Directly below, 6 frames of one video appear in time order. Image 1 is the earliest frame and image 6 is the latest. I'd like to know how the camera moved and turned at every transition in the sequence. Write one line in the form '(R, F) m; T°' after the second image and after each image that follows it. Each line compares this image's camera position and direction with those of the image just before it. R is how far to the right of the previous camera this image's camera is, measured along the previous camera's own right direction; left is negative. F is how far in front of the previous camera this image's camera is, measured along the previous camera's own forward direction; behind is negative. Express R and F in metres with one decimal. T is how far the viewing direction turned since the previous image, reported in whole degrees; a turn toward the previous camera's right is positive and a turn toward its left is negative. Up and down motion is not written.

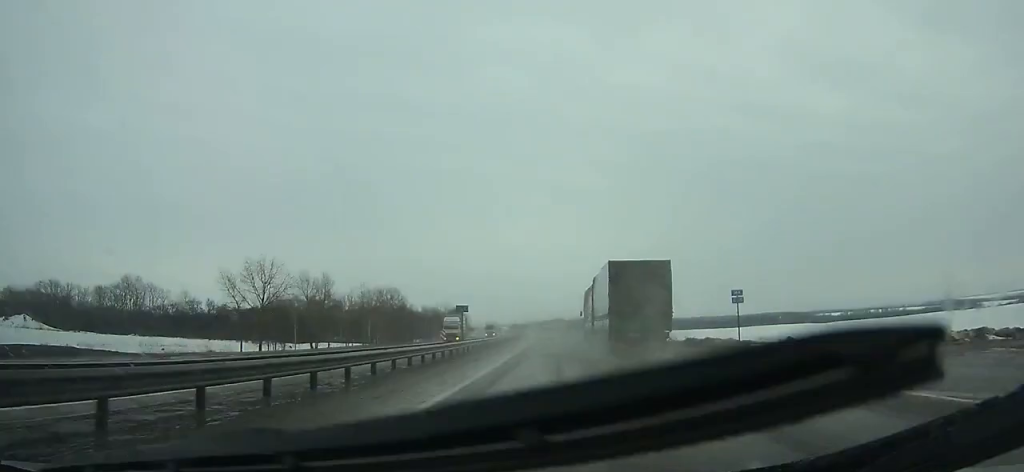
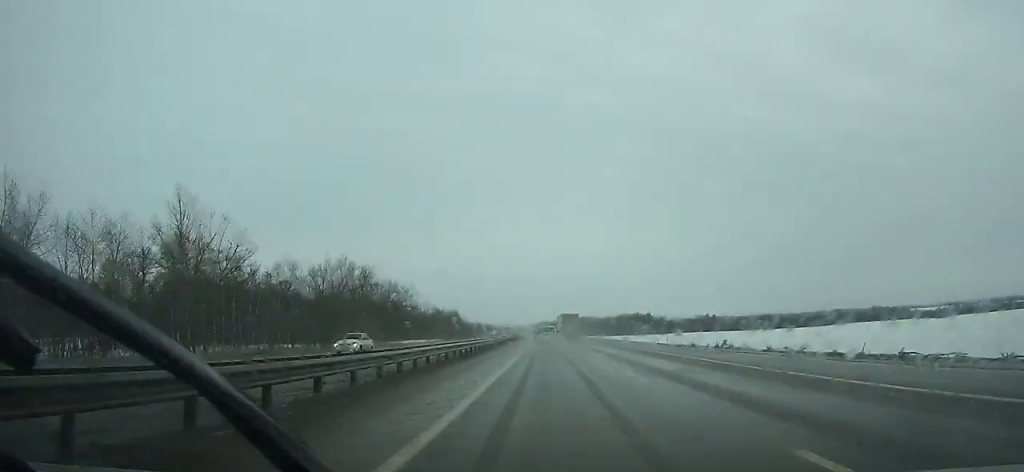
(-7.2, +207.9) m; -4°
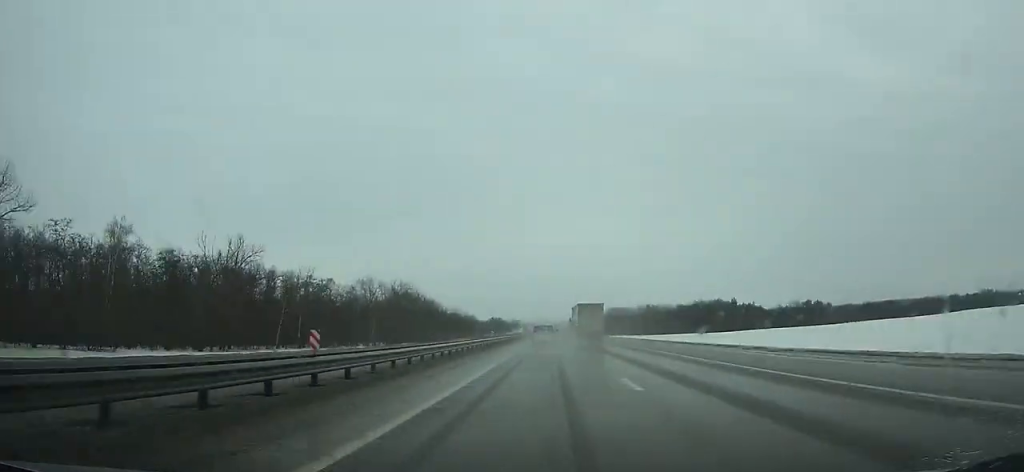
(-4.3, +163.0) m; -3°
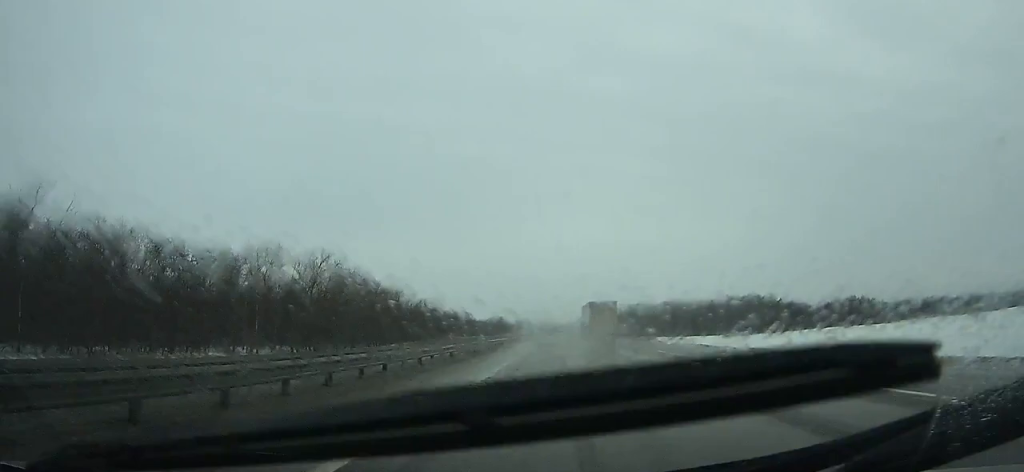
(-0.7, +58.4) m; 0°
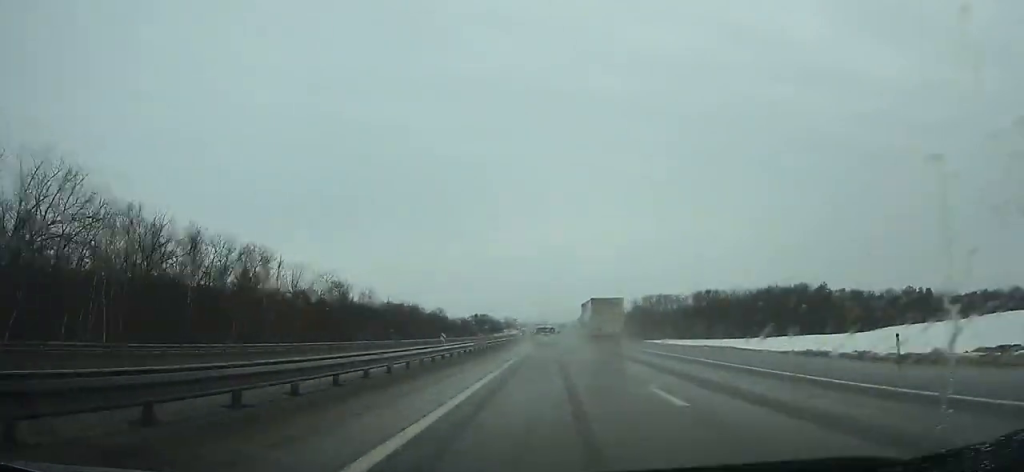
(0.0, +74.0) m; 0°
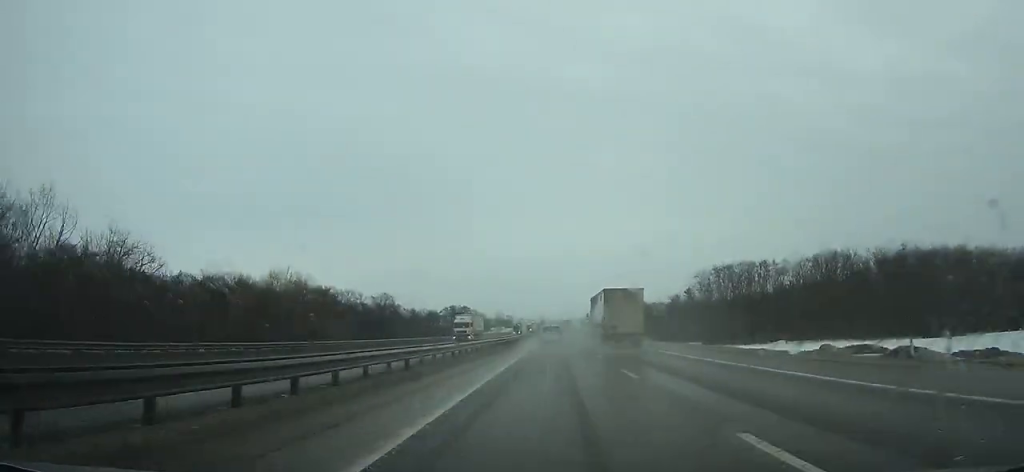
(+0.3, +98.2) m; 0°
